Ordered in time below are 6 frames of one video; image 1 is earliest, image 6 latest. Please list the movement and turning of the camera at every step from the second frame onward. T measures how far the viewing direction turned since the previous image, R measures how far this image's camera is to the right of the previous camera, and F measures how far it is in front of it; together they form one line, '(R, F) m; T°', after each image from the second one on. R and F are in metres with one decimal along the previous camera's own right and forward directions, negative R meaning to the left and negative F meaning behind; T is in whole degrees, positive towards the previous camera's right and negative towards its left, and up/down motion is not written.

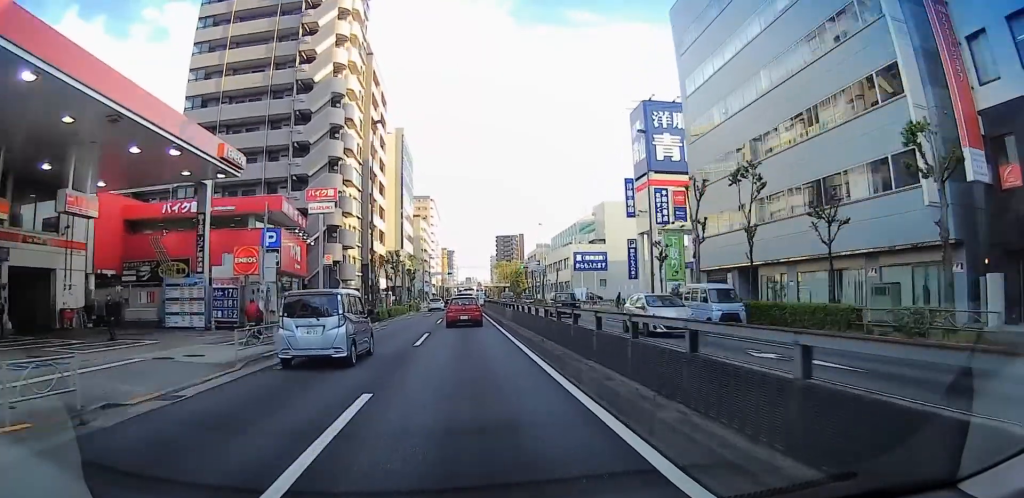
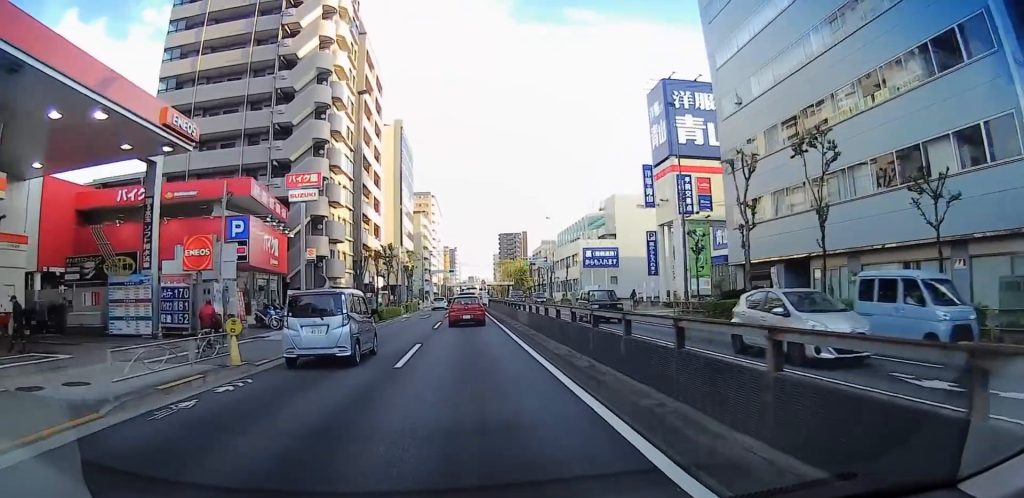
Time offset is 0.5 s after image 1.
(+0.1, +5.8) m; 0°
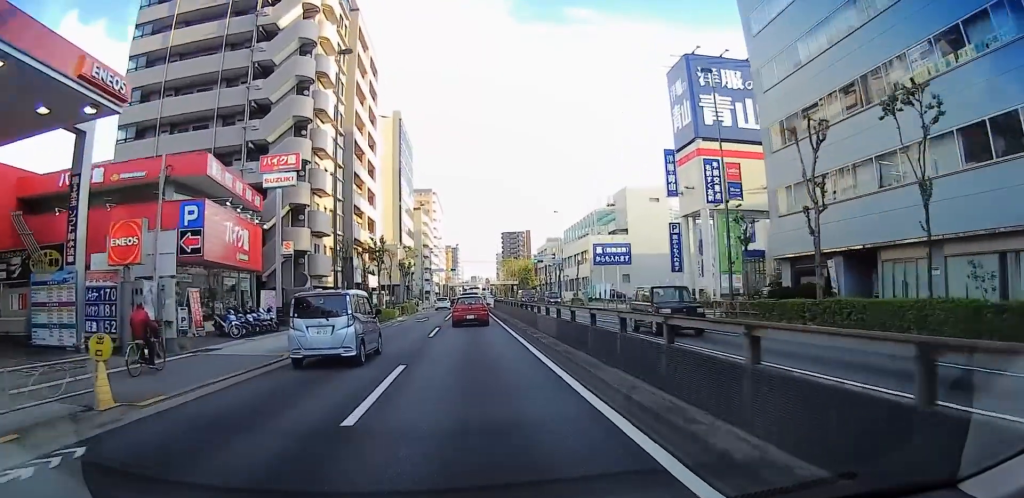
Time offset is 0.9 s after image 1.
(-0.1, +5.8) m; 0°
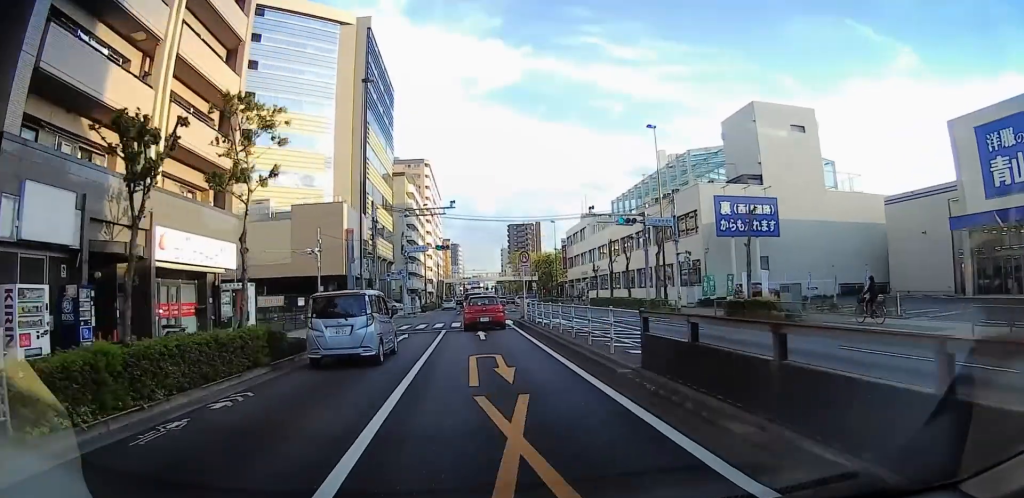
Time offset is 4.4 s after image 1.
(-0.2, +42.8) m; 0°
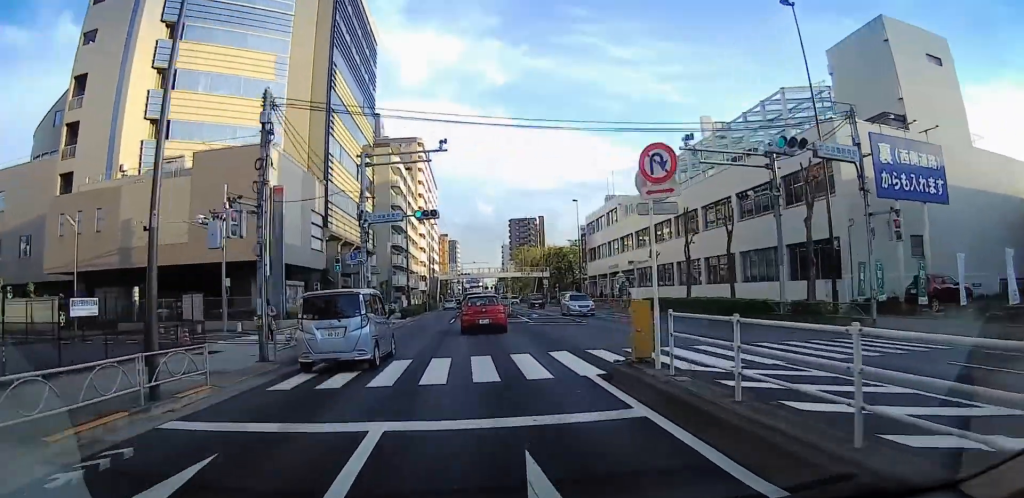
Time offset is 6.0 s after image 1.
(+0.1, +19.9) m; +1°
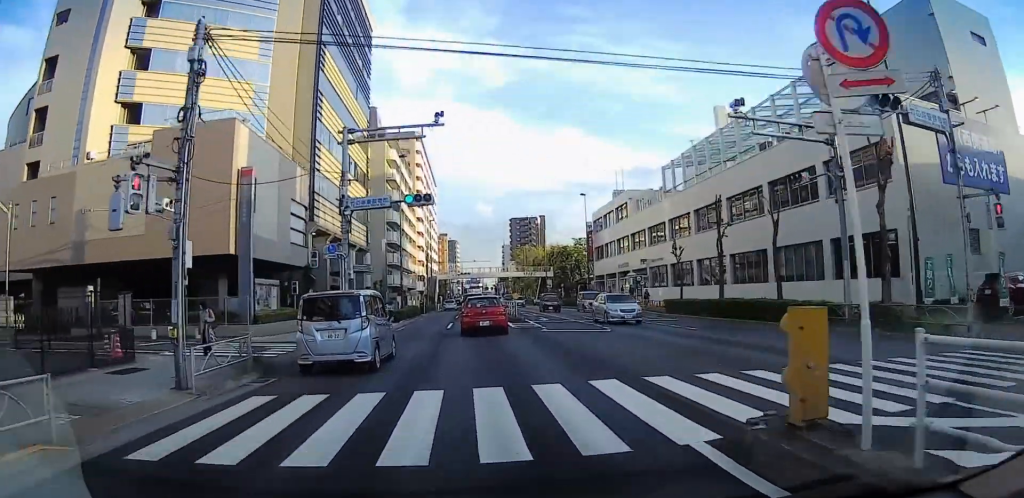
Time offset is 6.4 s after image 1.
(0.0, +5.3) m; 0°
